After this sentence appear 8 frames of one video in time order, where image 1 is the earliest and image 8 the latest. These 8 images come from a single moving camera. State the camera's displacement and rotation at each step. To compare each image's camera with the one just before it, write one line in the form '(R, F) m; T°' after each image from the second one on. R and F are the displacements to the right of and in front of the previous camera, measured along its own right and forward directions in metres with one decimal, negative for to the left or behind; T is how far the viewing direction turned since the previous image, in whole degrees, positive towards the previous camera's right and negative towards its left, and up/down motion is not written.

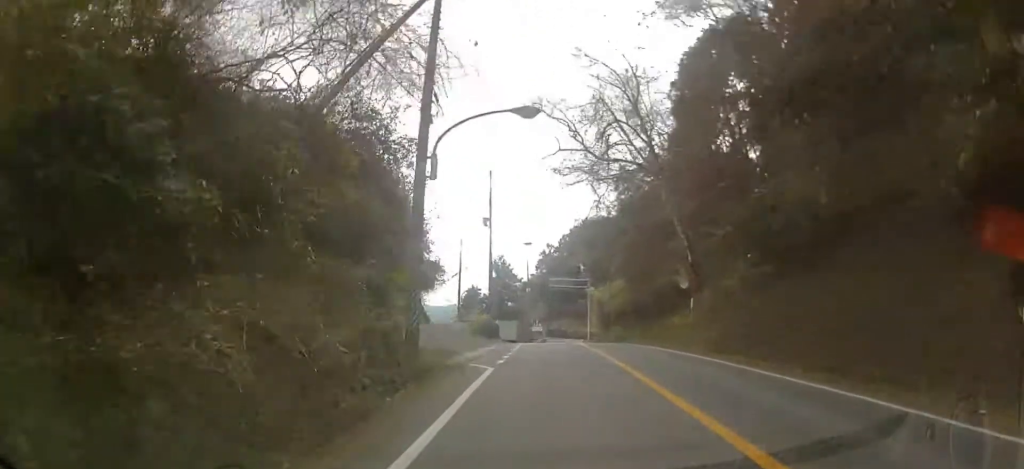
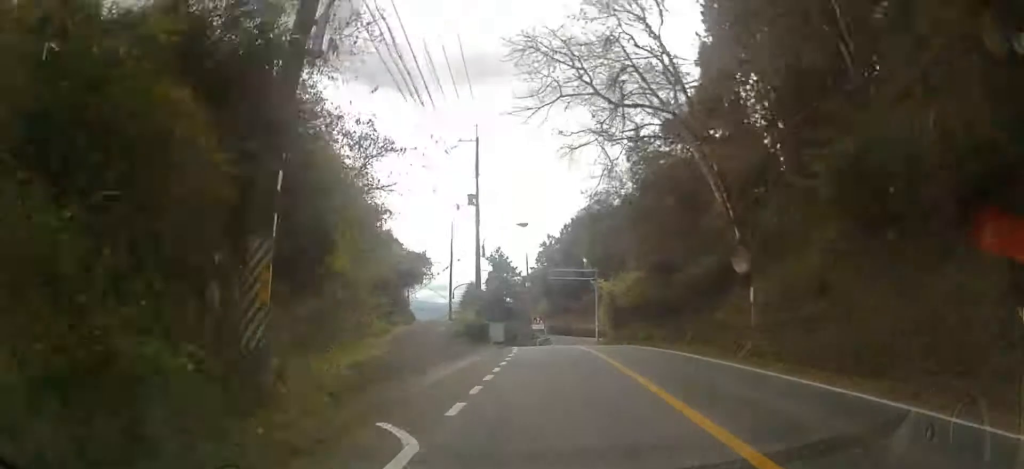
(+0.4, +7.0) m; 0°
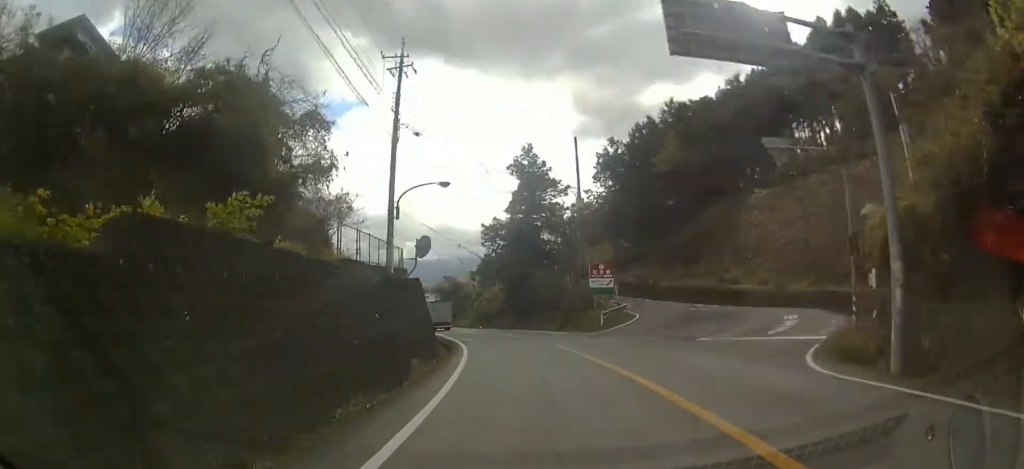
(-0.8, +37.4) m; -3°
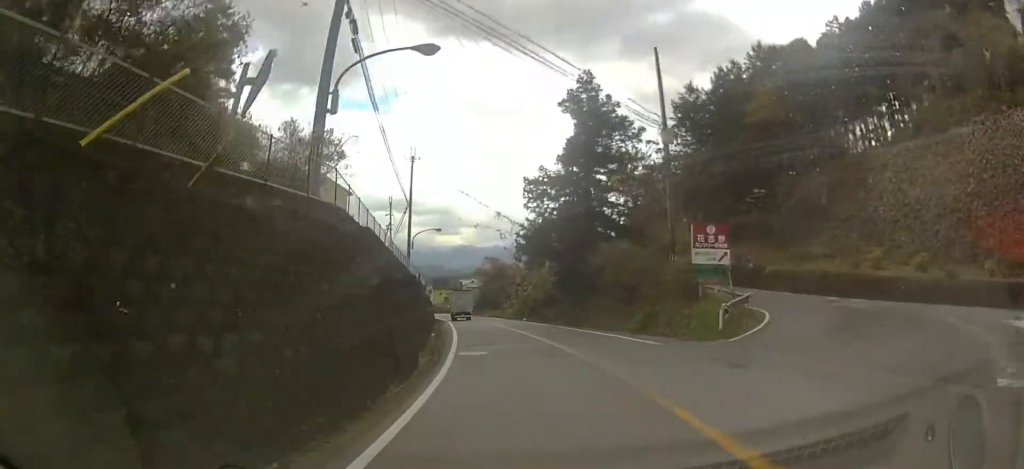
(-0.6, +13.5) m; -7°
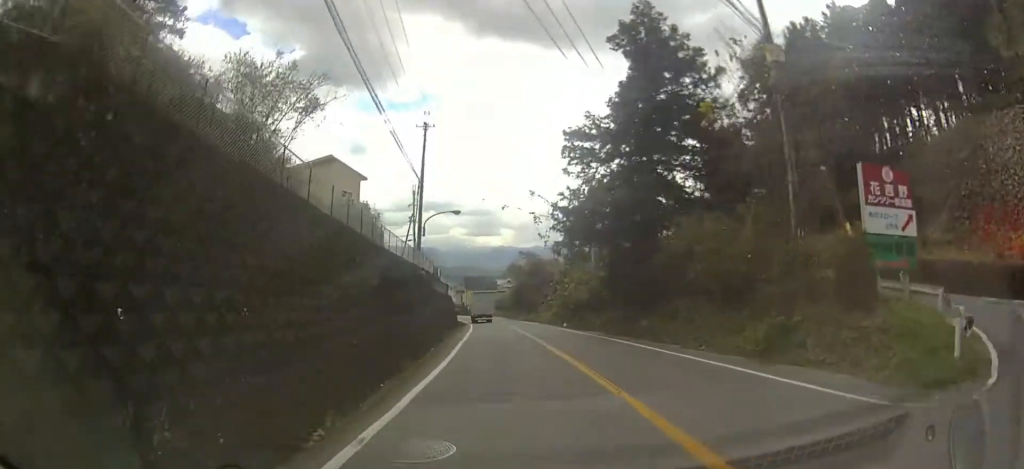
(-0.5, +9.6) m; -5°
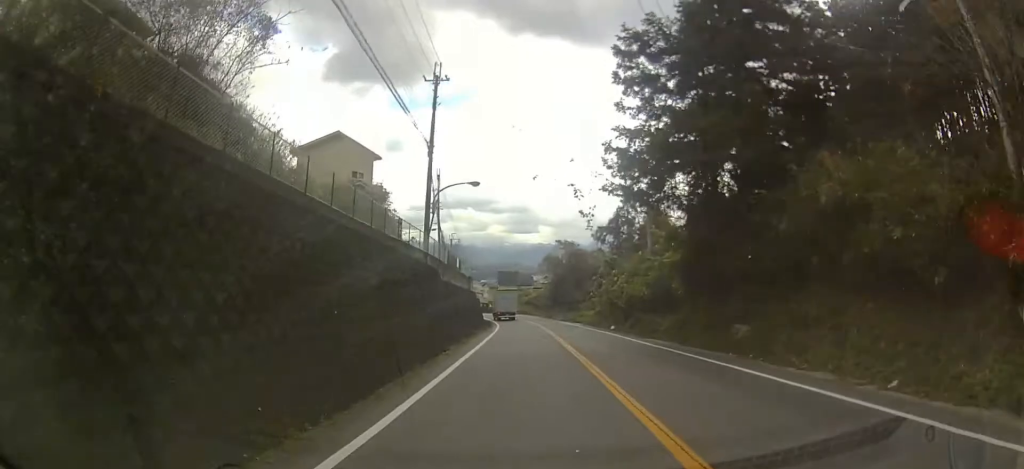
(-0.3, +7.8) m; -3°
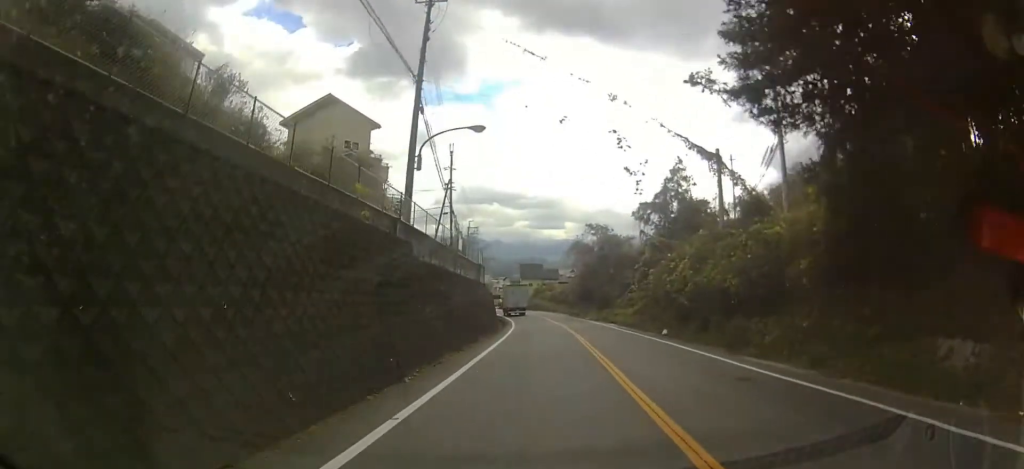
(-0.2, +8.7) m; -3°
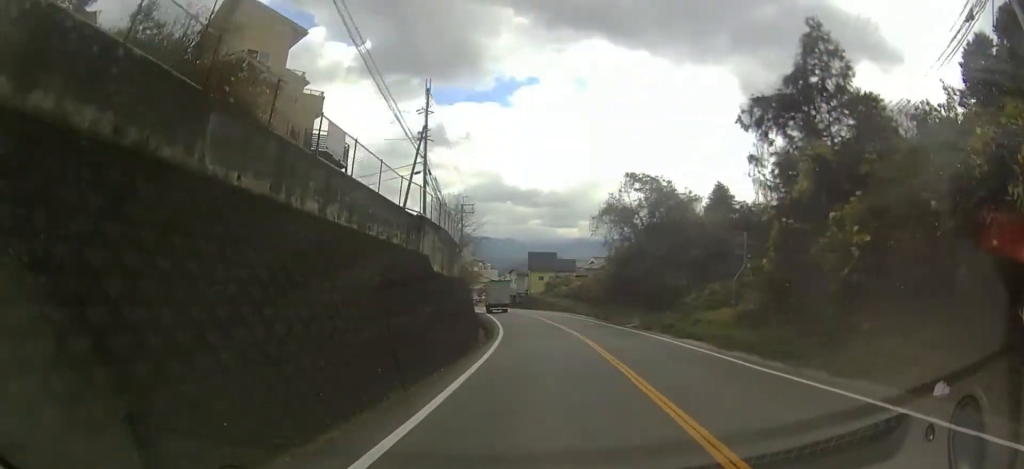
(-0.8, +17.7) m; -3°
